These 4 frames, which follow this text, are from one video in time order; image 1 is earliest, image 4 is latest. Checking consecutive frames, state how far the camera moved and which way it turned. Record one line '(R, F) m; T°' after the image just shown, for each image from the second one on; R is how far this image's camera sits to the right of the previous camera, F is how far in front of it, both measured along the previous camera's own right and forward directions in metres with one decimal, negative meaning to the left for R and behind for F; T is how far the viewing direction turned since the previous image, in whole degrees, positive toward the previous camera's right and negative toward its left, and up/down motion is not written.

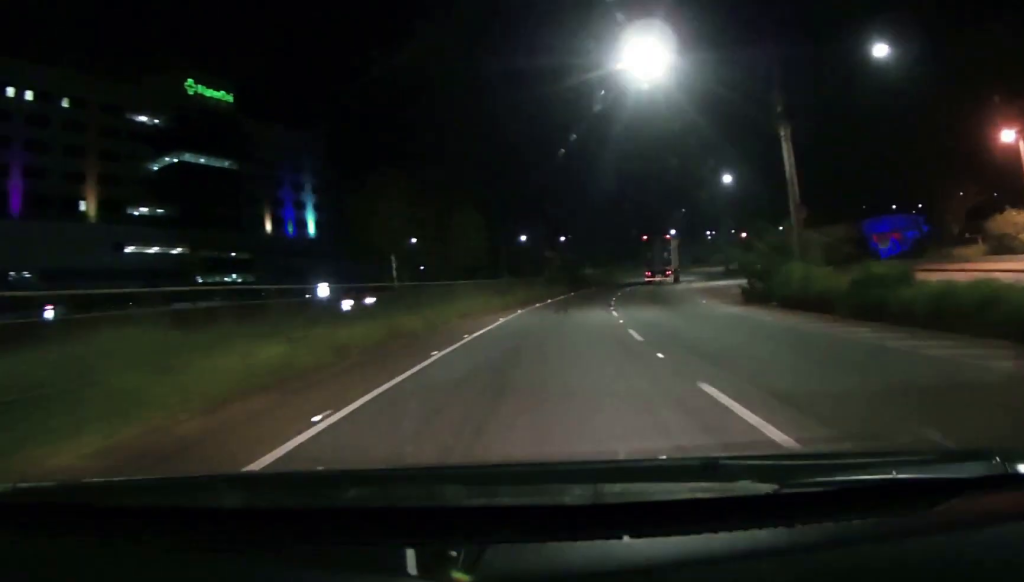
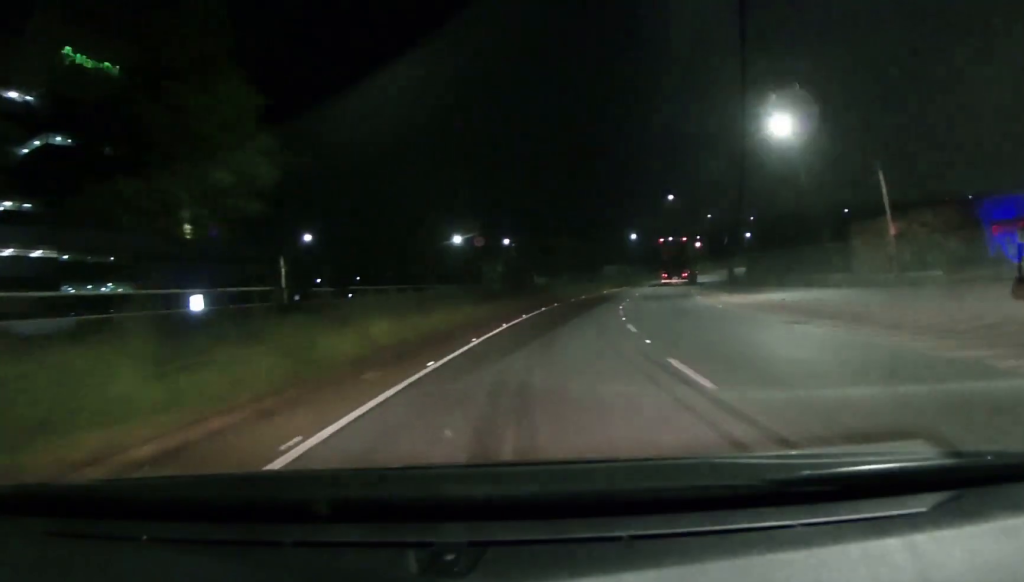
(+1.0, +24.7) m; +6°
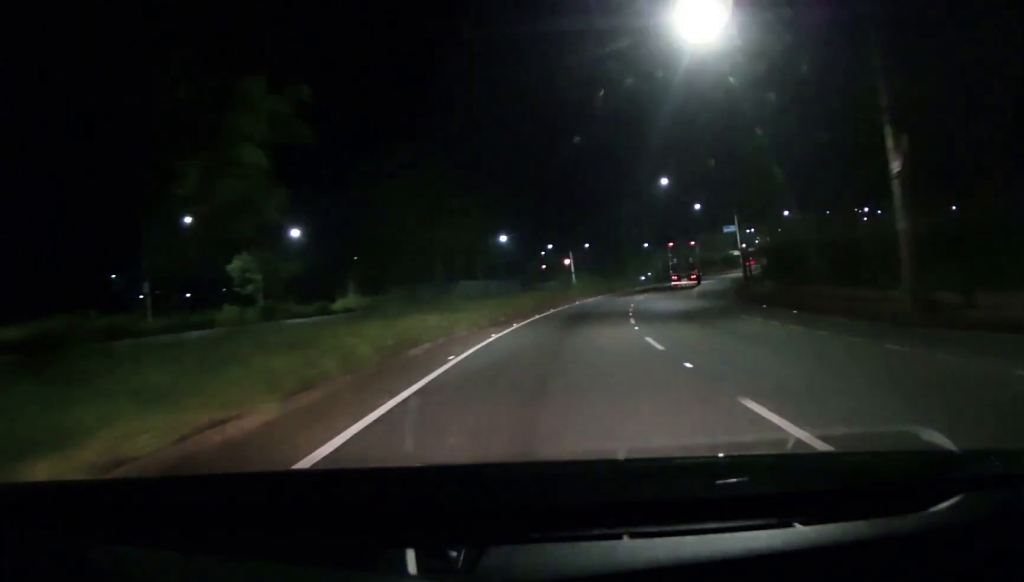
(+4.8, +48.9) m; +11°
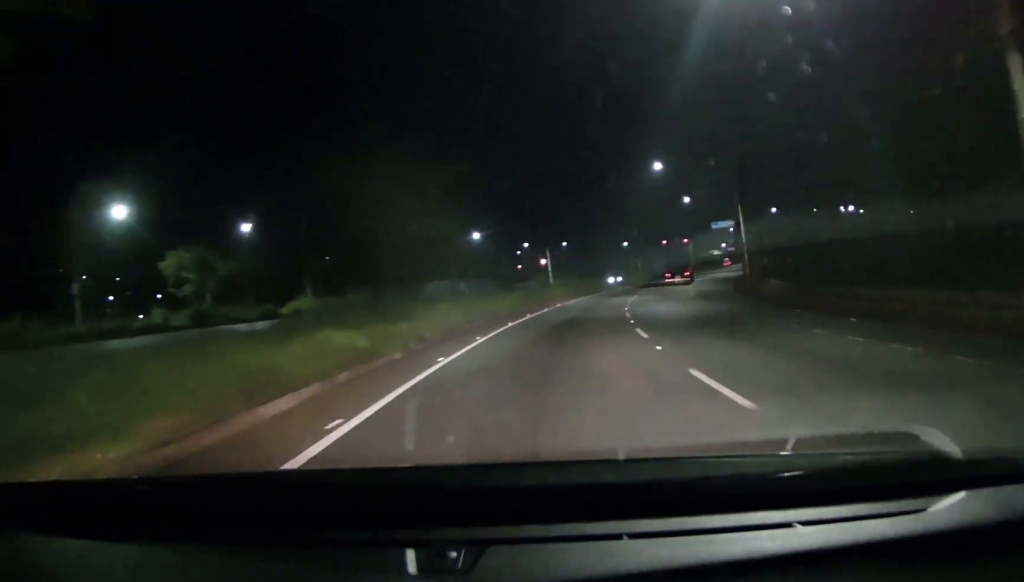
(+0.1, +6.7) m; +2°
